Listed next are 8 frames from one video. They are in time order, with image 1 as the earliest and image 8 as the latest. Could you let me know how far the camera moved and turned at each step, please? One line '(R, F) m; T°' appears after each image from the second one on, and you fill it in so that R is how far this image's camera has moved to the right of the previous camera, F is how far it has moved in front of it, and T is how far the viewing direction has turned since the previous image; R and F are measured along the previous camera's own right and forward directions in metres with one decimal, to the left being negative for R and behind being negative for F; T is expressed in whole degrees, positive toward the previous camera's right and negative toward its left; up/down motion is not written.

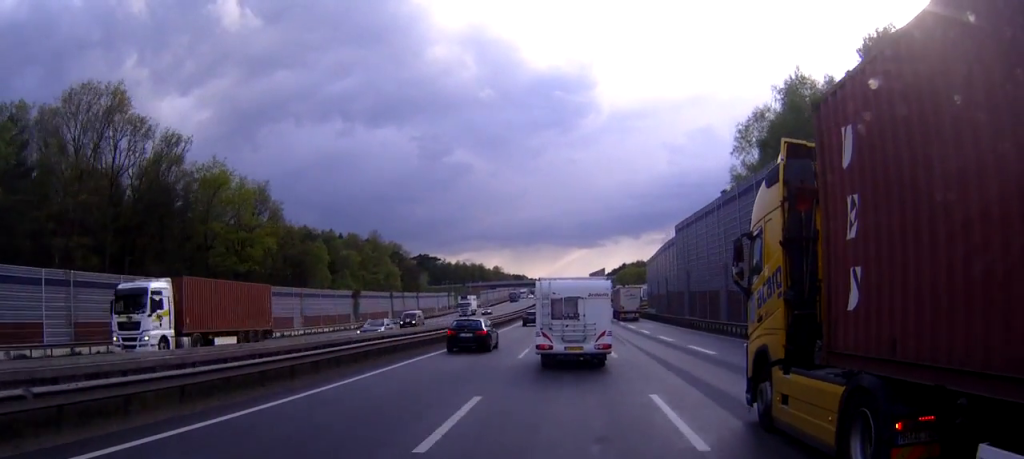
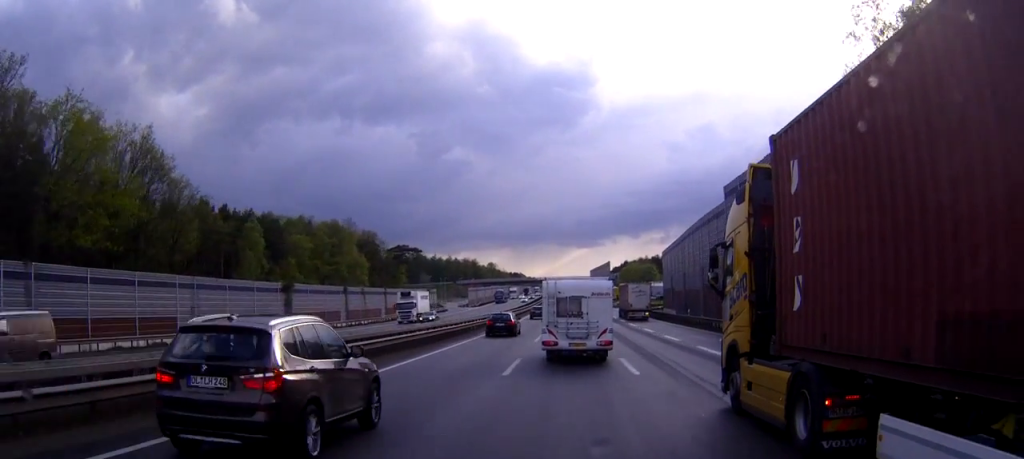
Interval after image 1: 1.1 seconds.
(+0.1, +24.8) m; +1°
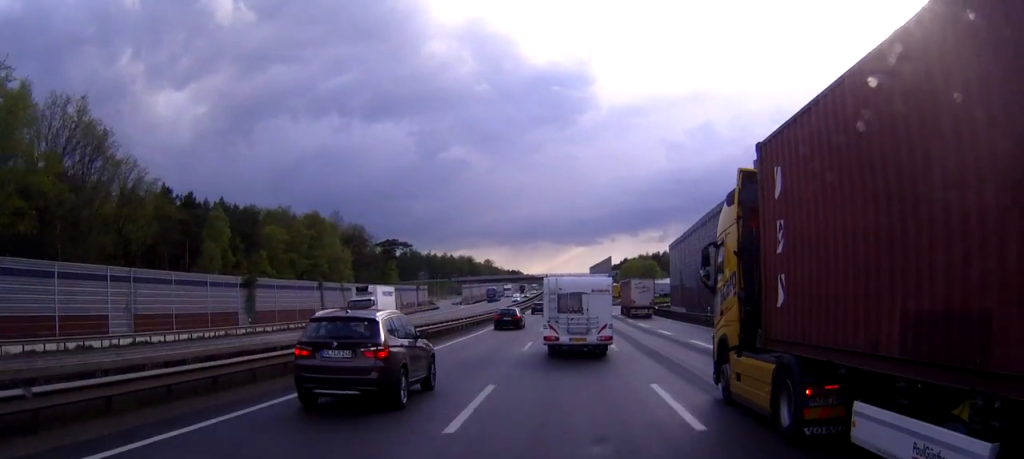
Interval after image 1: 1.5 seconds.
(0.0, +9.3) m; 0°
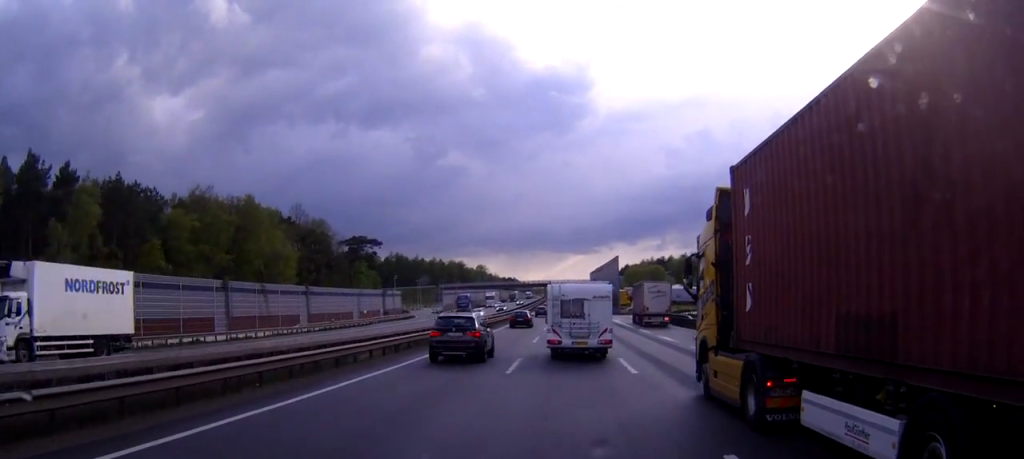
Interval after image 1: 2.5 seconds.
(+0.1, +25.2) m; 0°
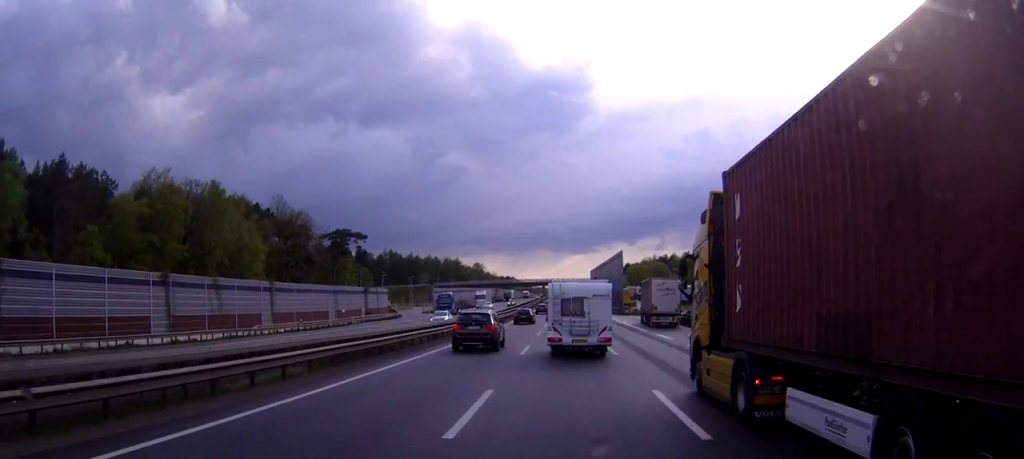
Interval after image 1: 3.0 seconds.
(0.0, +10.5) m; 0°
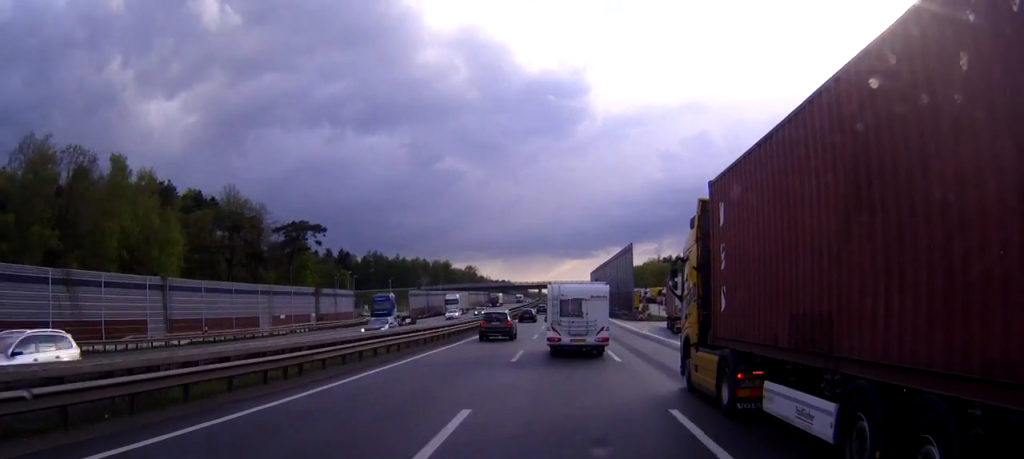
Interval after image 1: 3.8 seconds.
(-0.1, +21.1) m; 0°
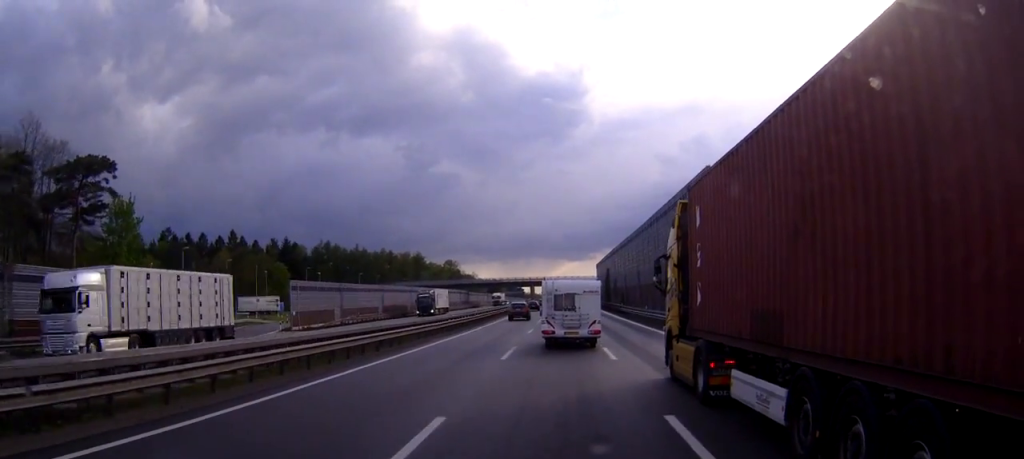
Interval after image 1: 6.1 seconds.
(+0.4, +55.2) m; +1°
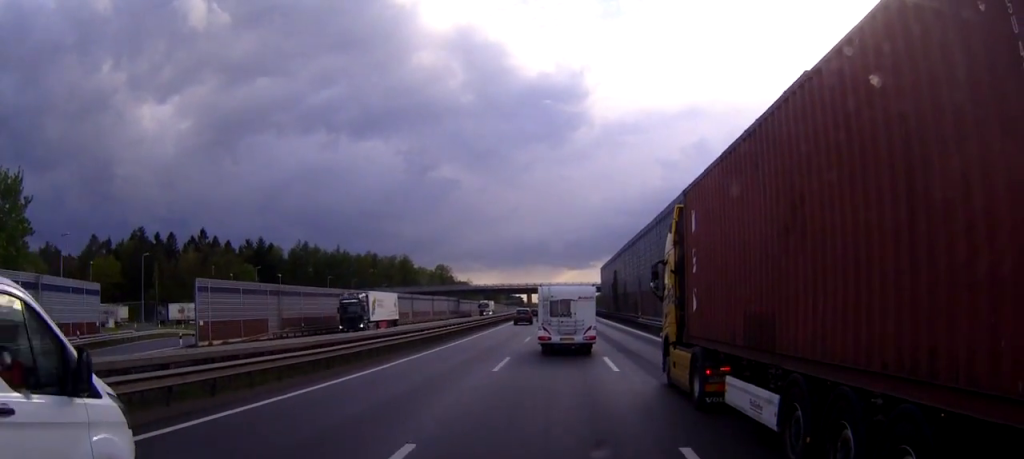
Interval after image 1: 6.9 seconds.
(0.0, +19.8) m; 0°
